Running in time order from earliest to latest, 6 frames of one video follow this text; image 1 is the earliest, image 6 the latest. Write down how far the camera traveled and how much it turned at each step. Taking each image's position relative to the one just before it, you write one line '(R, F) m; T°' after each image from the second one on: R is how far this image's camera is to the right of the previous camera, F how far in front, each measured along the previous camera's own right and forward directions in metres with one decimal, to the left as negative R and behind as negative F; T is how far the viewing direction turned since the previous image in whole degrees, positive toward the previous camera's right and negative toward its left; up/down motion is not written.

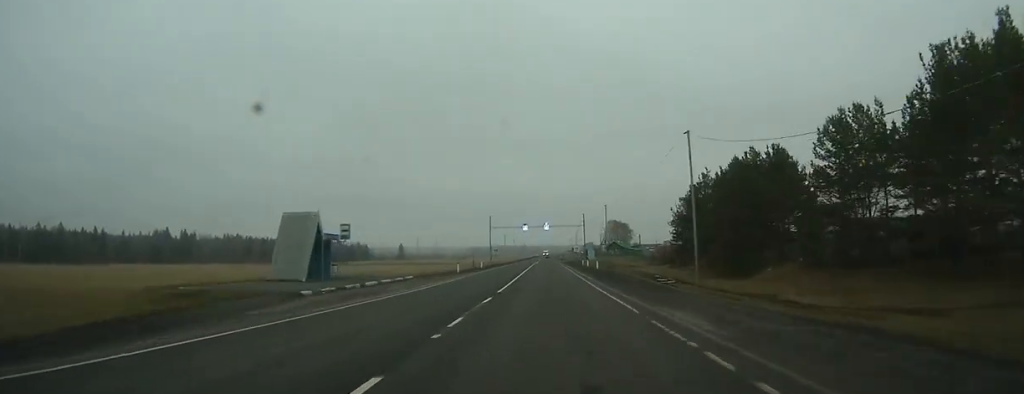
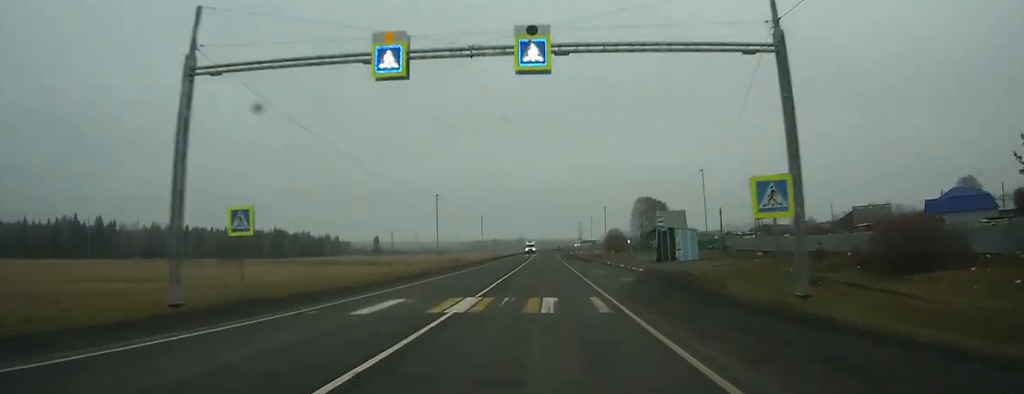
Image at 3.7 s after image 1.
(+0.5, +65.7) m; +1°
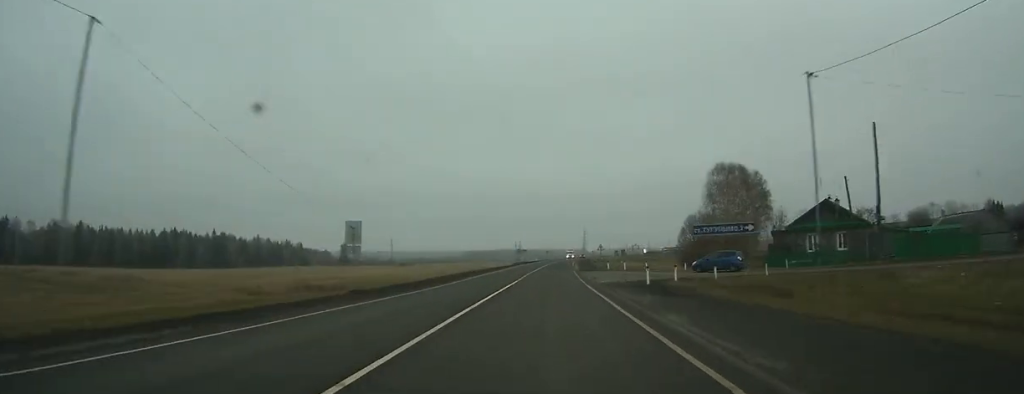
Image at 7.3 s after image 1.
(+0.1, +92.8) m; 0°
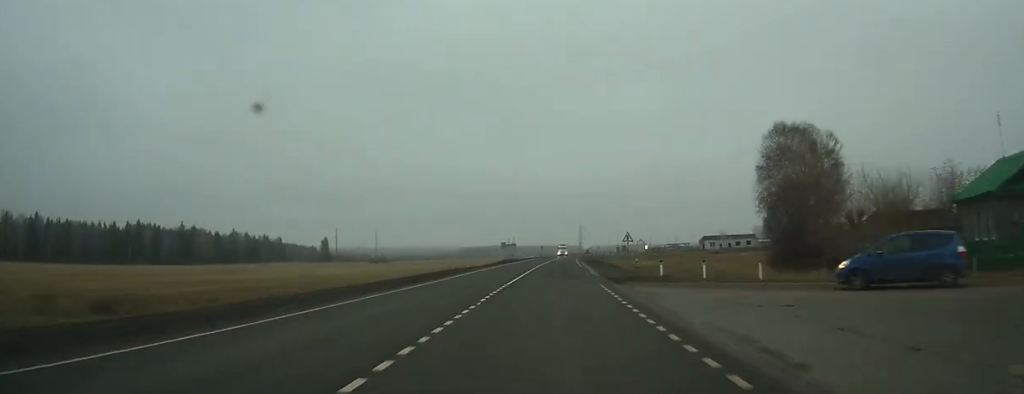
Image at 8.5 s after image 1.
(0.0, +37.1) m; 0°
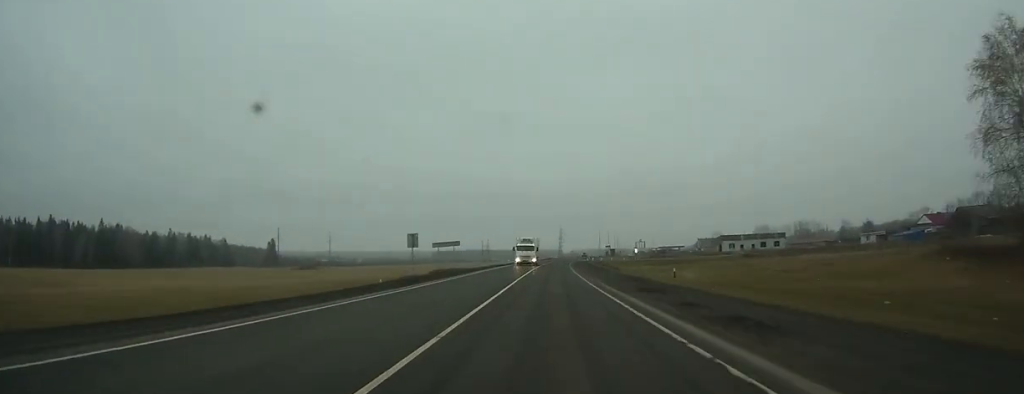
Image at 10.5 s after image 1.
(+0.4, +63.0) m; +1°
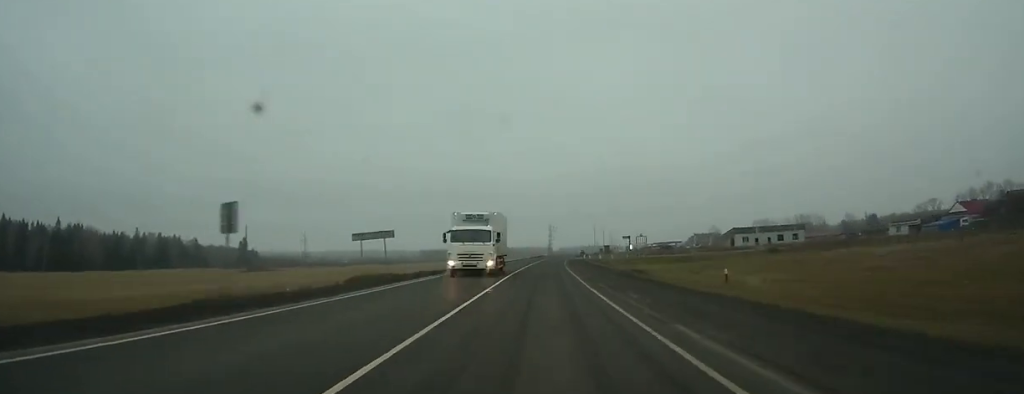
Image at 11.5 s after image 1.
(0.0, +28.1) m; +1°
